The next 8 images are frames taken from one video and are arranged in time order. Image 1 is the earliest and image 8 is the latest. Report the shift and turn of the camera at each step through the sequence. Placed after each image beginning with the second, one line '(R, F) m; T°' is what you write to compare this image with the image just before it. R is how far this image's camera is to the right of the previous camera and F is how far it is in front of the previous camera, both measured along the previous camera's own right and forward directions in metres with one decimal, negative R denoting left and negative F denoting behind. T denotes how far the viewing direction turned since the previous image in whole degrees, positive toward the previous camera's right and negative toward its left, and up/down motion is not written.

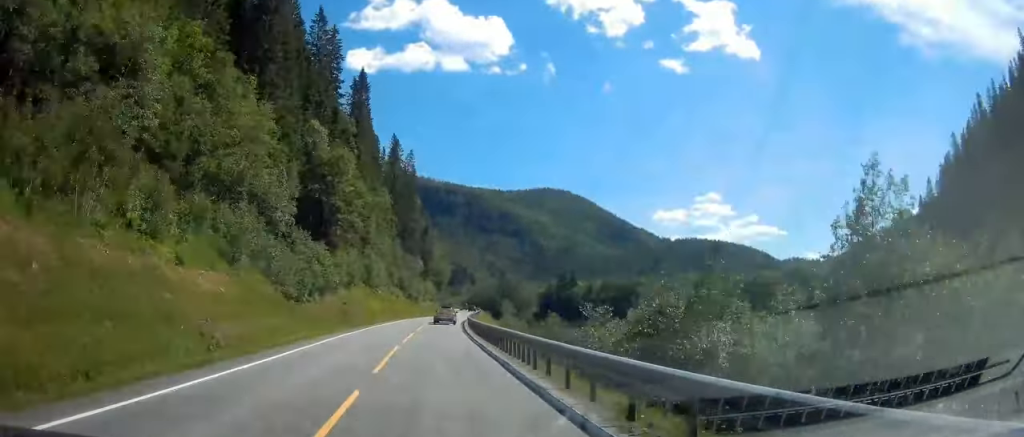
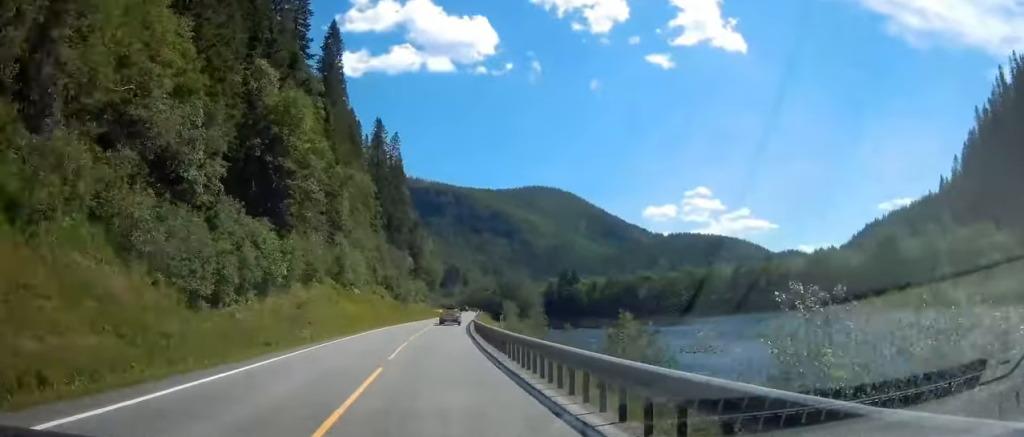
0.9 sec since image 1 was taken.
(0.0, +18.4) m; 0°
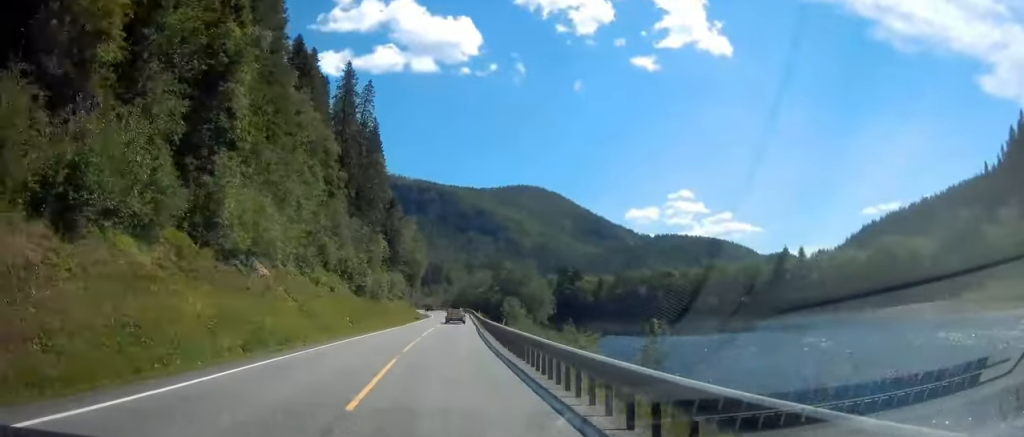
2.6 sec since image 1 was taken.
(0.0, +33.4) m; 0°
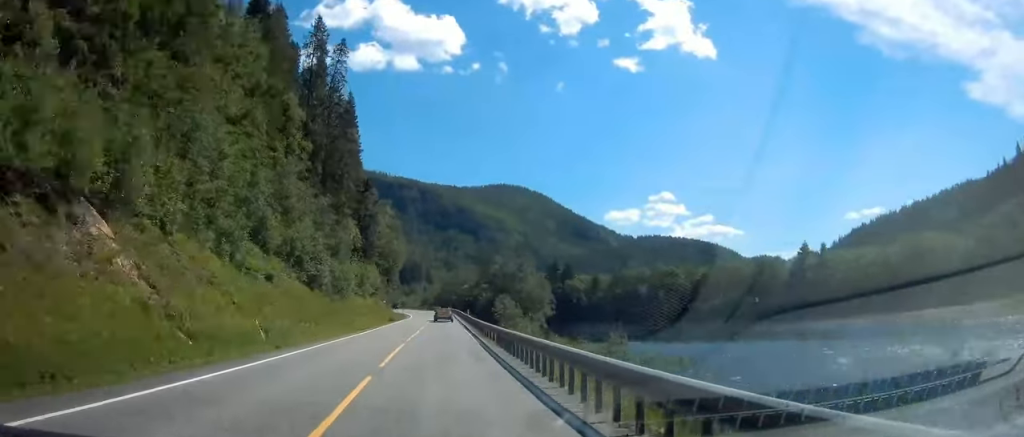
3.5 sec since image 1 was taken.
(0.0, +17.6) m; 0°
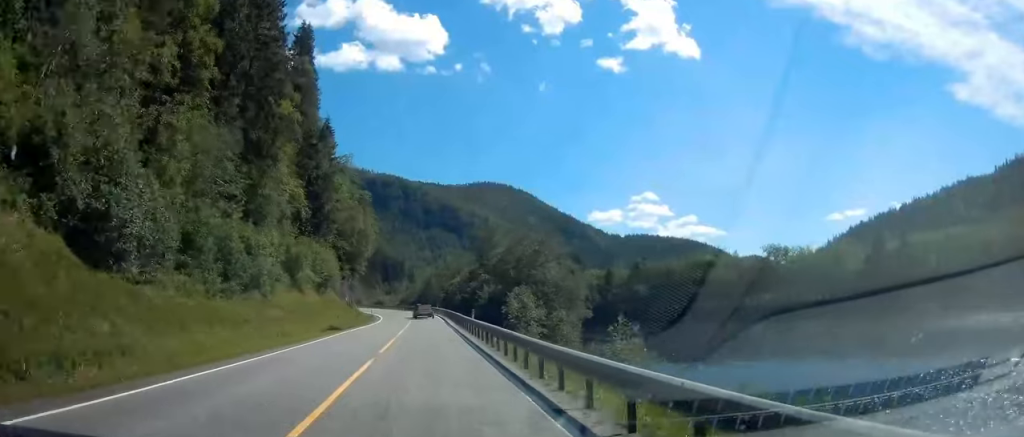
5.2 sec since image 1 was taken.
(0.0, +34.0) m; 0°
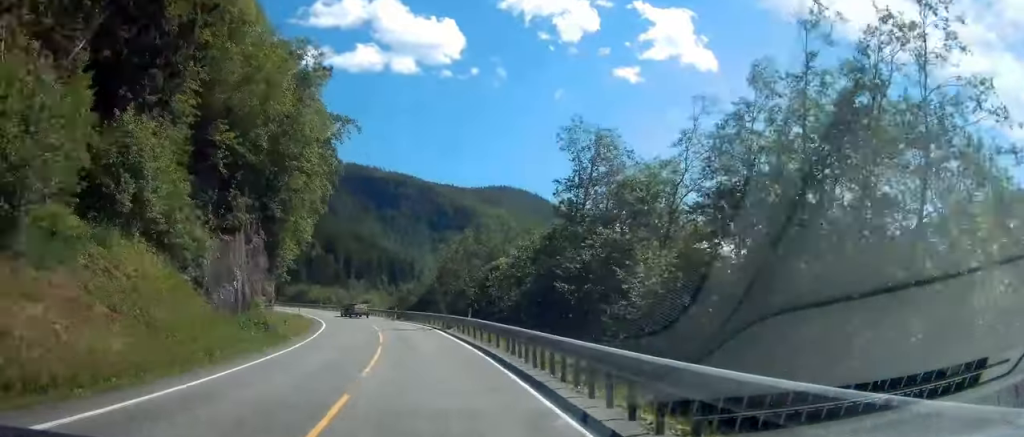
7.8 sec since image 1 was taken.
(+1.0, +51.5) m; 0°
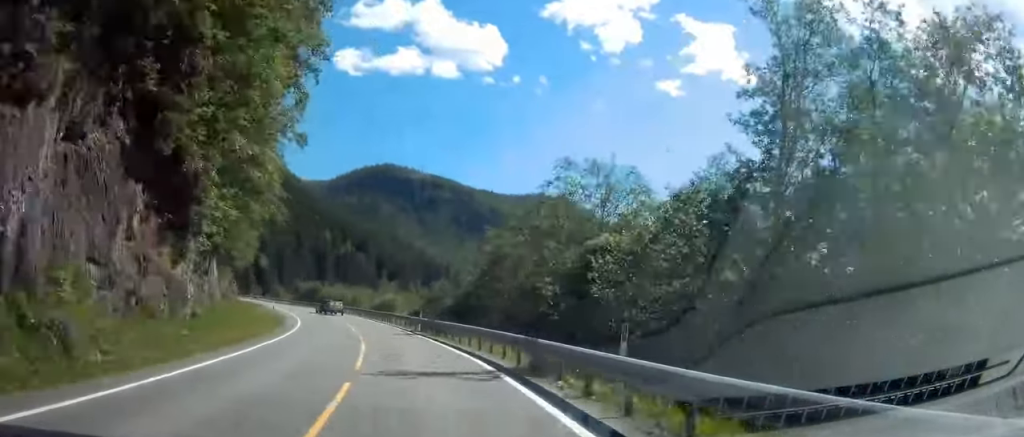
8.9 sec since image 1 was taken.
(-0.5, +22.0) m; -2°
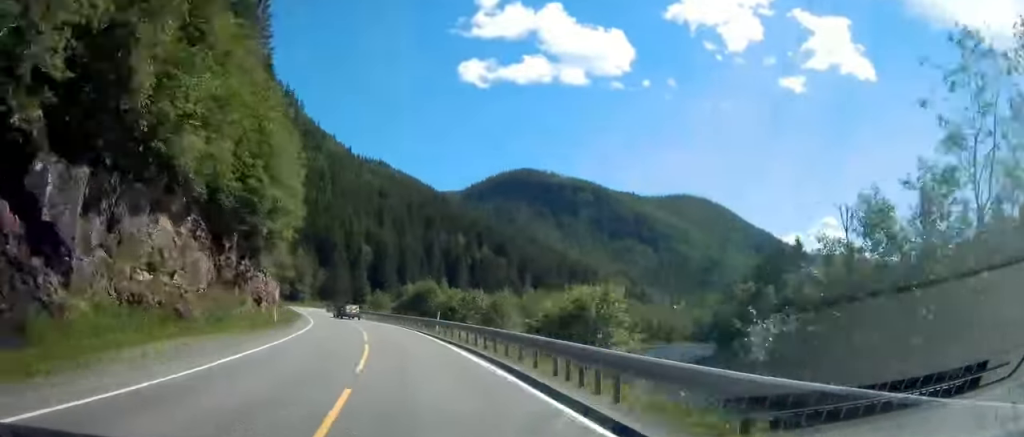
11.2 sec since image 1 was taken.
(-1.8, +45.9) m; -6°
